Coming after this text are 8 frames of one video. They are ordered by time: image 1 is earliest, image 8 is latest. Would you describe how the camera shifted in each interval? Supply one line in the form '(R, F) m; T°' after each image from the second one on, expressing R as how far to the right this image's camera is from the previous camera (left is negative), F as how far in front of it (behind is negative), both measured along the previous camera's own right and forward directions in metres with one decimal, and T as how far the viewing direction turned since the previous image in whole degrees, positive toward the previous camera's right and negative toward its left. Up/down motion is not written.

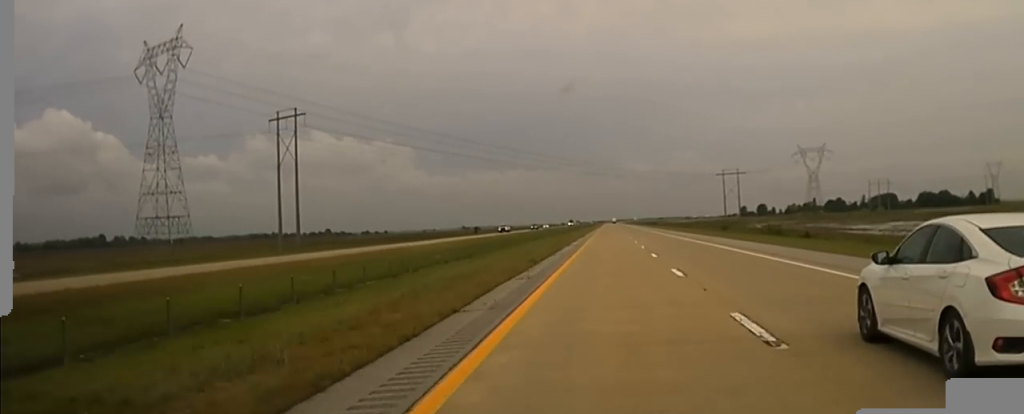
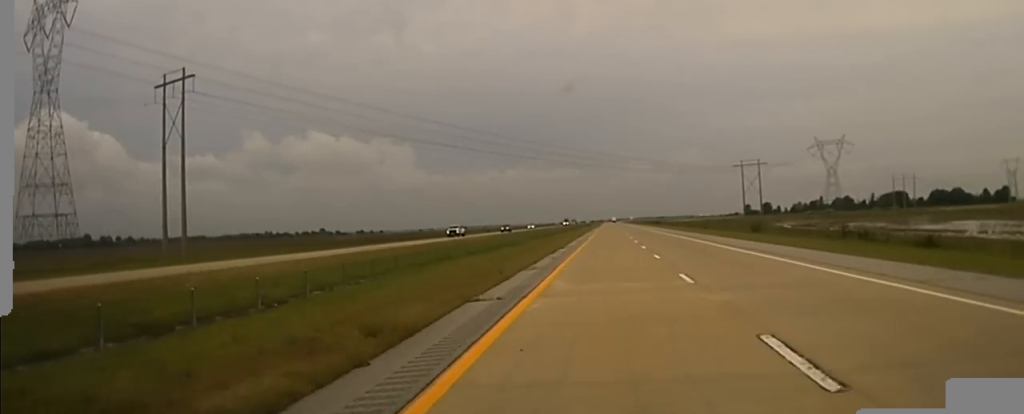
(0.0, +33.1) m; 0°
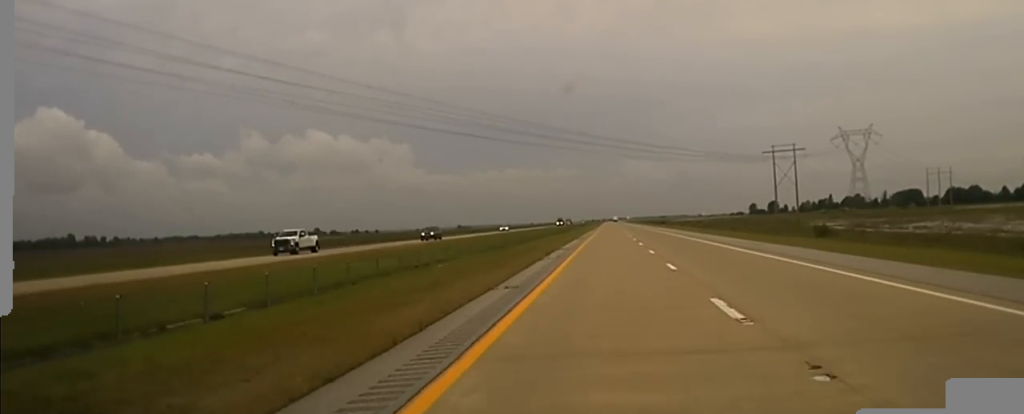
(-0.1, +50.2) m; 0°
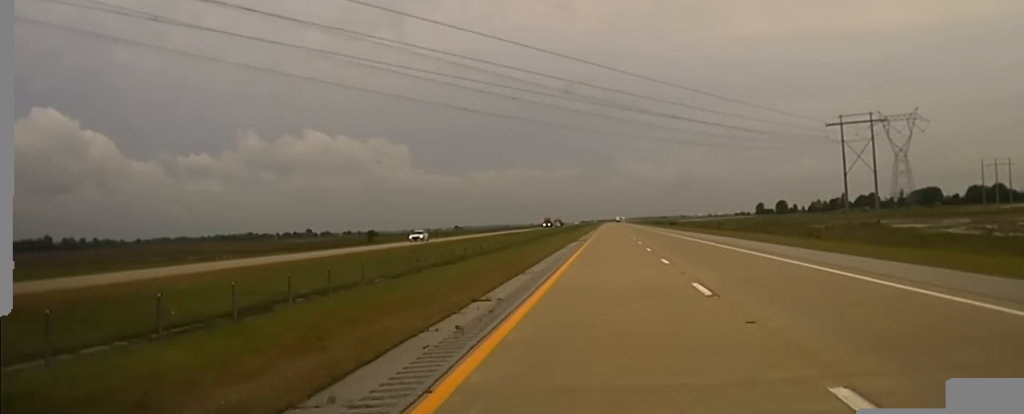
(-0.1, +66.2) m; 0°
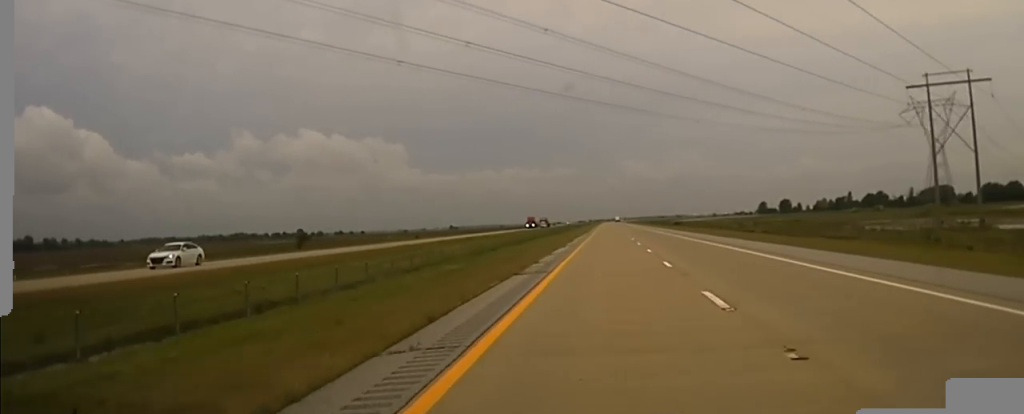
(+0.1, +42.2) m; 0°
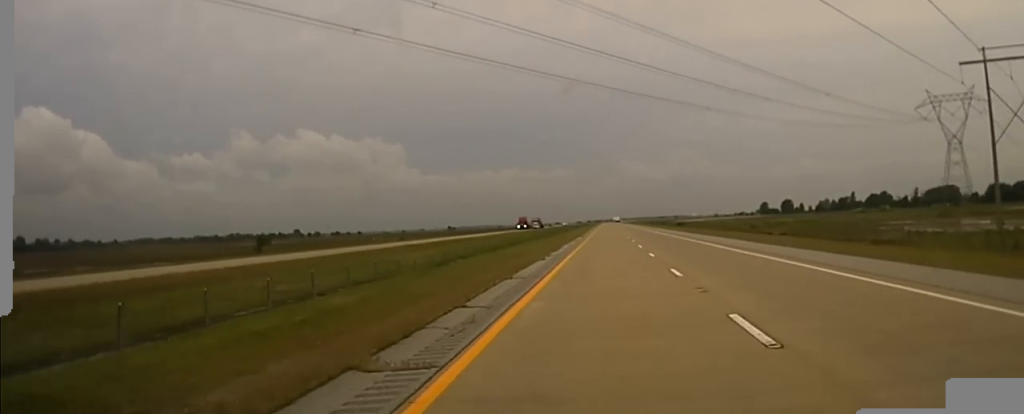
(+0.1, +20.3) m; 0°
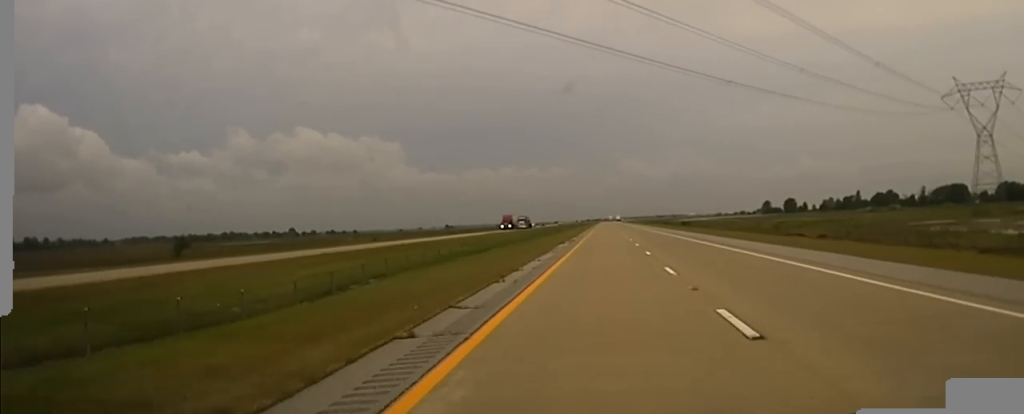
(-0.1, +20.9) m; 0°
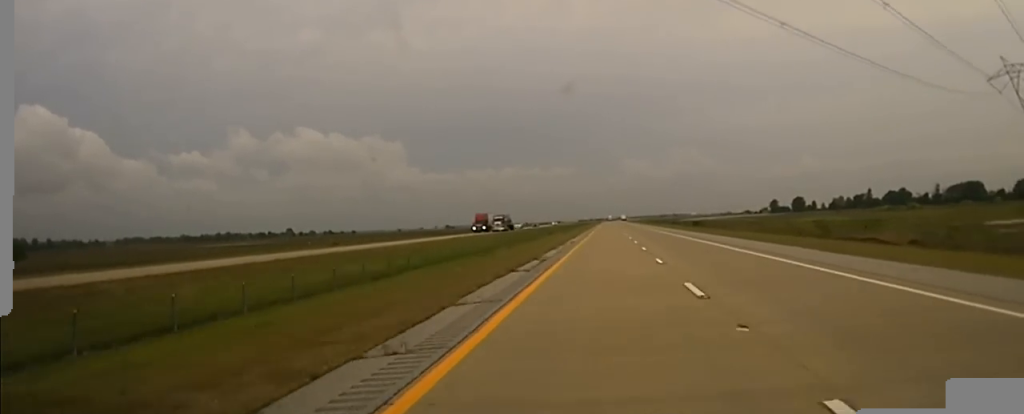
(-0.1, +26.3) m; 0°
